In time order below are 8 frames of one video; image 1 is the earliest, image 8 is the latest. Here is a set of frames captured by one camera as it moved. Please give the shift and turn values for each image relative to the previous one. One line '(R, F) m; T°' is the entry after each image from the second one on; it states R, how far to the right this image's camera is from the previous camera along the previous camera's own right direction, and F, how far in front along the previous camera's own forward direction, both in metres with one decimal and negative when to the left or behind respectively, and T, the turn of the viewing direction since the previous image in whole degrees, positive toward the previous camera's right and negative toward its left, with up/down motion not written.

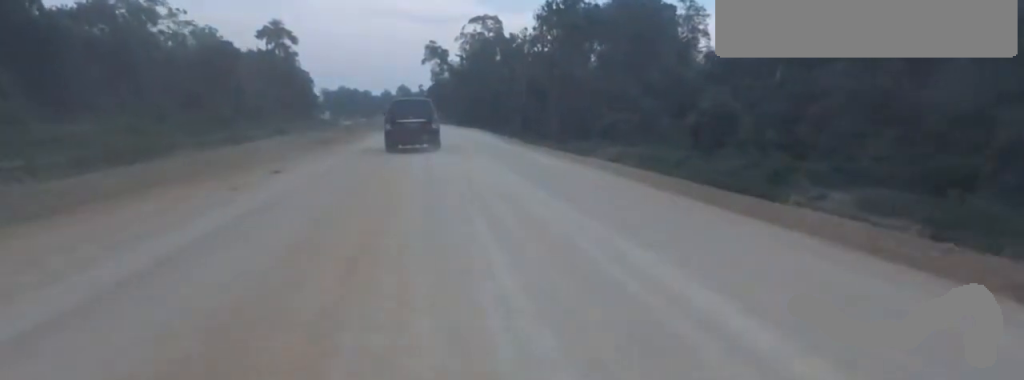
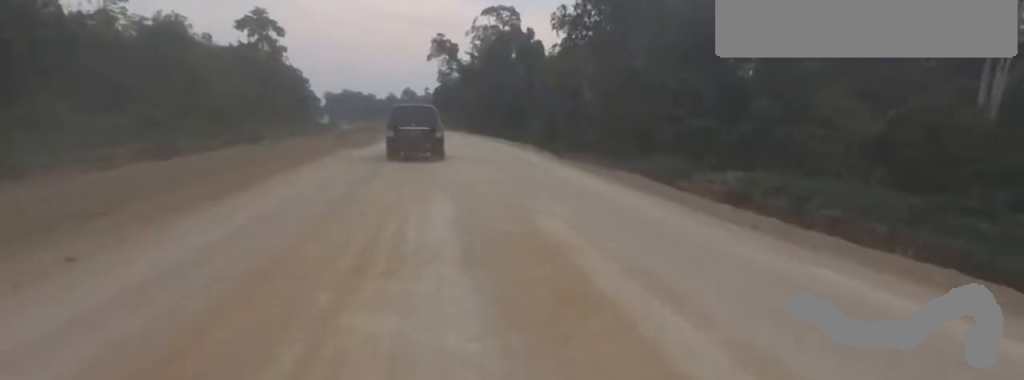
(-2.4, +19.4) m; -5°
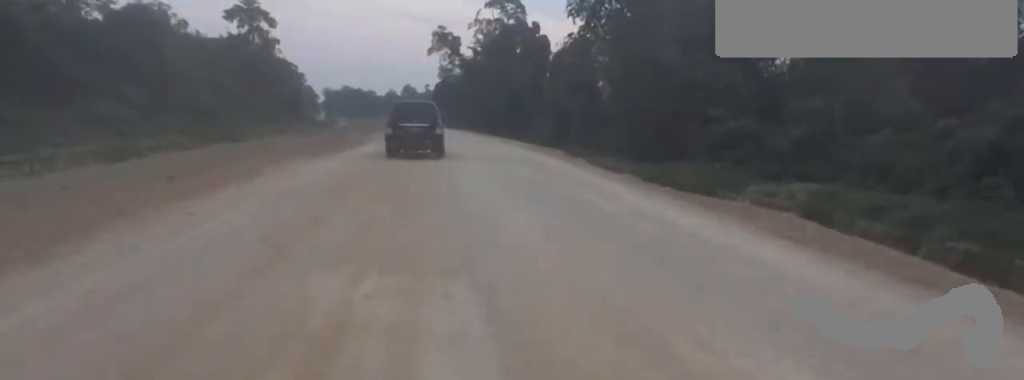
(+1.1, +6.4) m; +1°
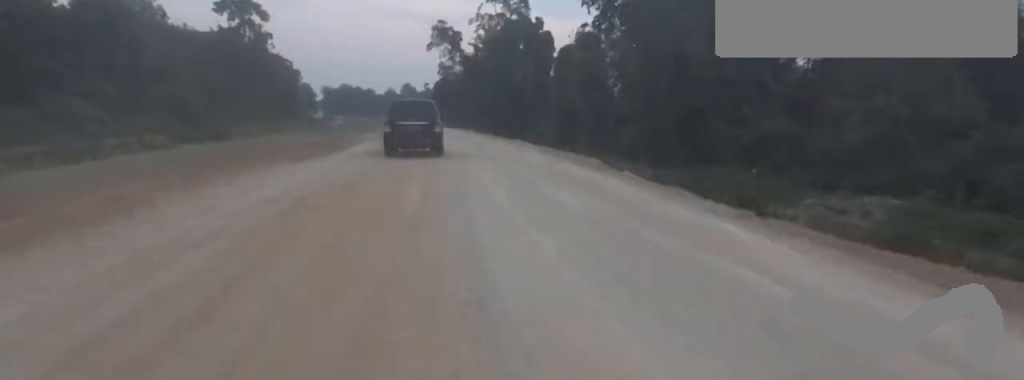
(+0.4, +4.9) m; -1°
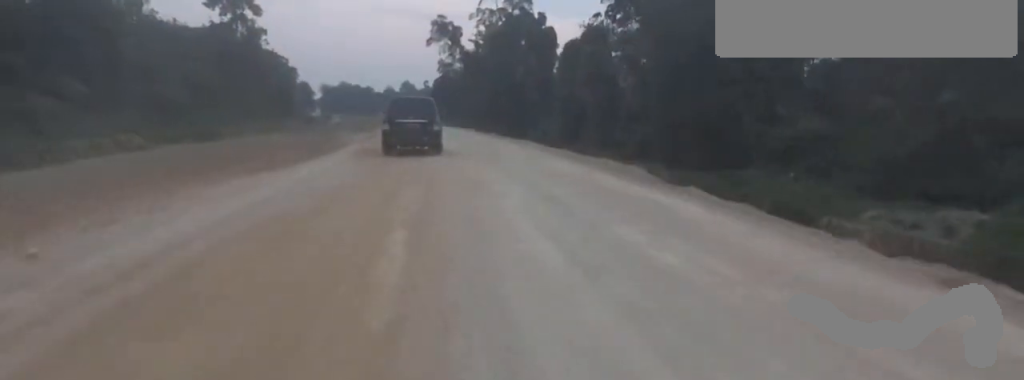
(-0.8, +3.7) m; -2°
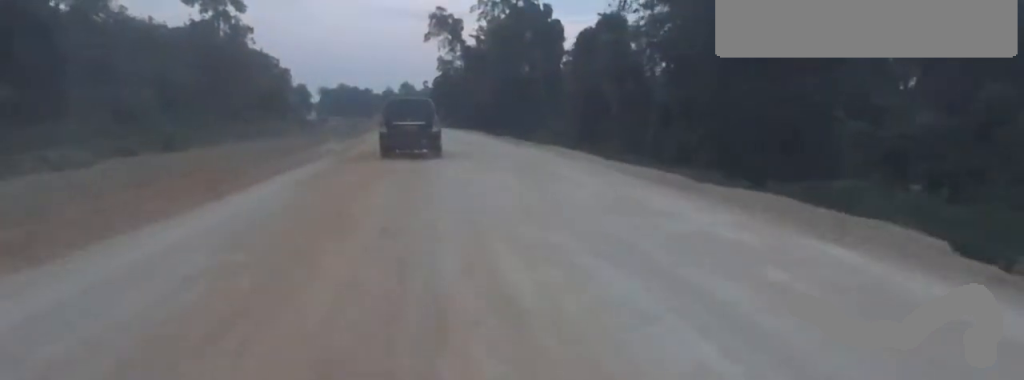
(0.0, +8.0) m; +3°
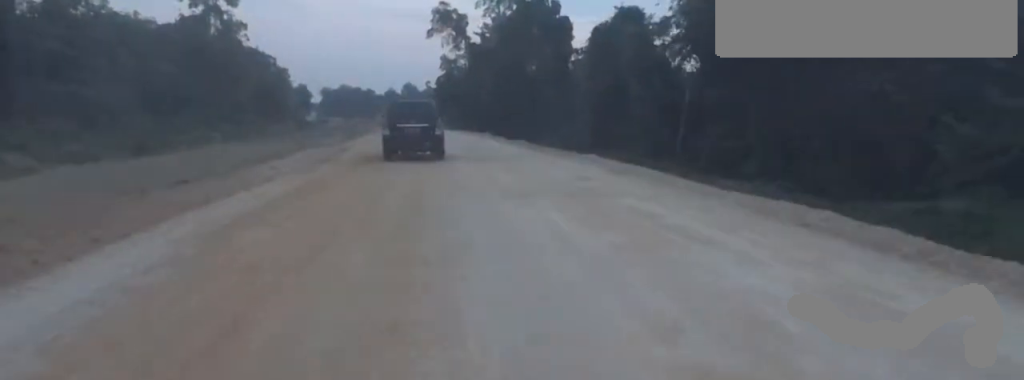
(+0.3, +5.4) m; +2°
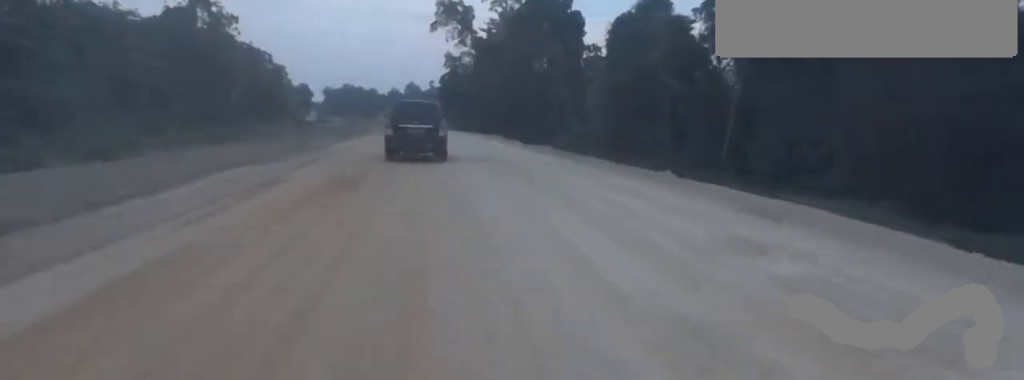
(0.0, +6.8) m; -2°
